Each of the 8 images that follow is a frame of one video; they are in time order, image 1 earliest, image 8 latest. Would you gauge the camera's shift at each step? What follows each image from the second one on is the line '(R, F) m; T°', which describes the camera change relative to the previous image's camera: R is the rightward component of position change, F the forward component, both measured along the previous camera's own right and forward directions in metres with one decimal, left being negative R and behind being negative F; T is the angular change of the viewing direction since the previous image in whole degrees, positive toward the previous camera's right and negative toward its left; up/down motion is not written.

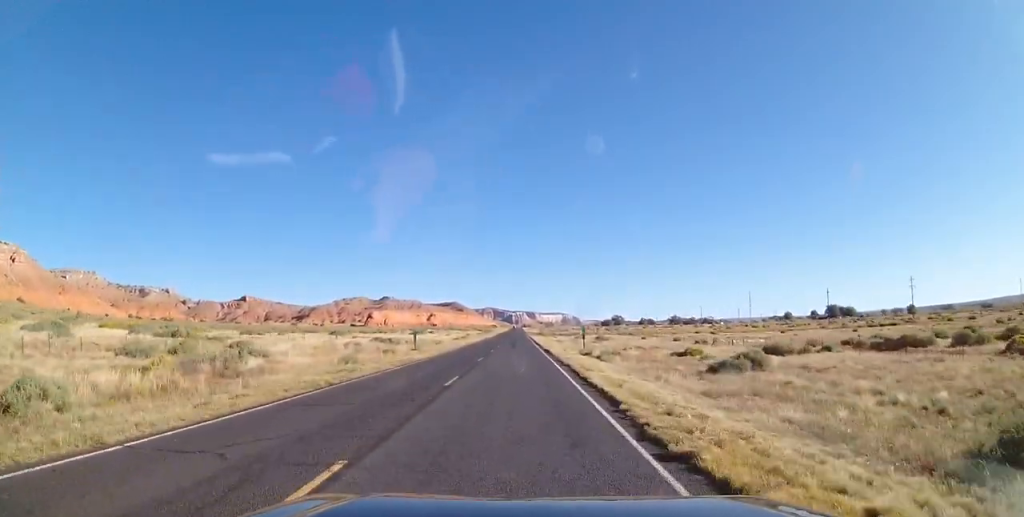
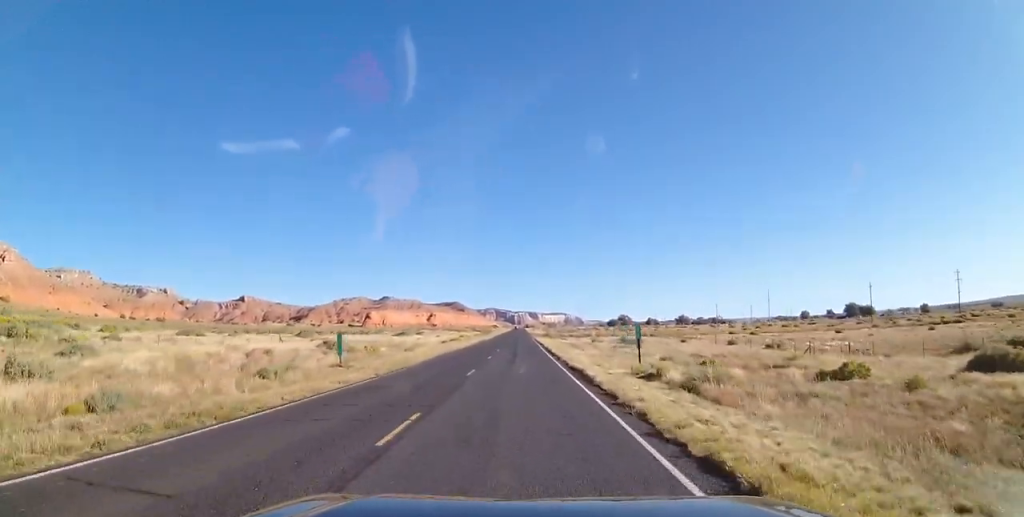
(0.0, +20.4) m; 0°
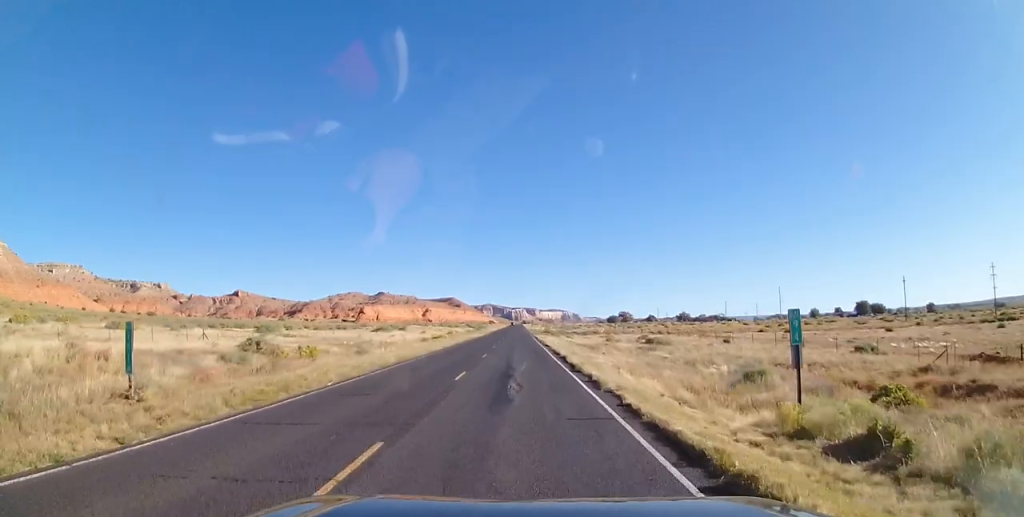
(0.0, +15.3) m; 0°
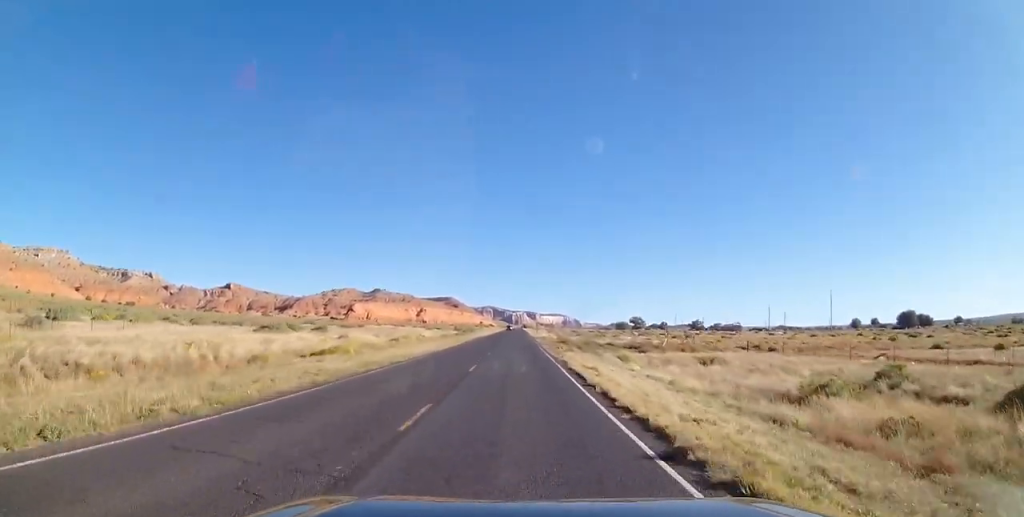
(0.0, +44.6) m; 0°
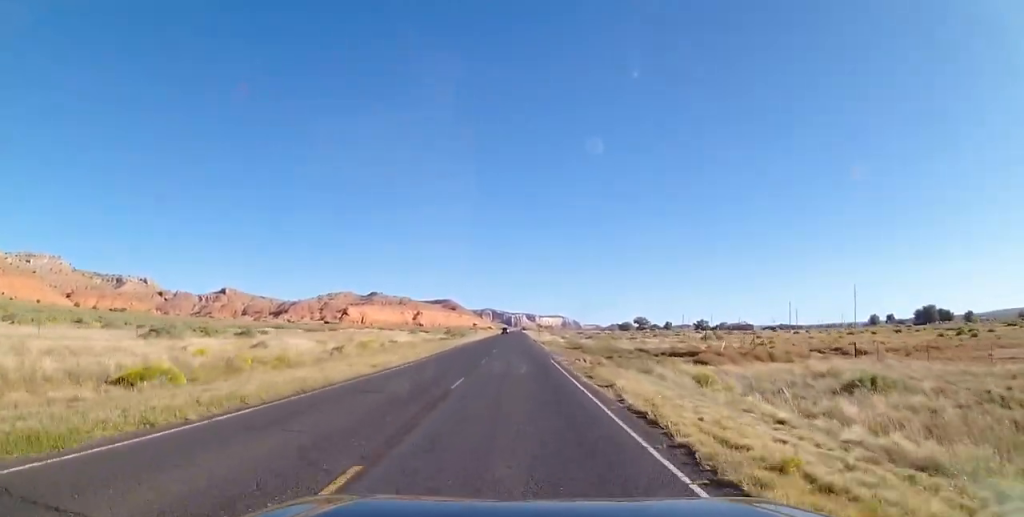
(0.0, +17.6) m; 0°
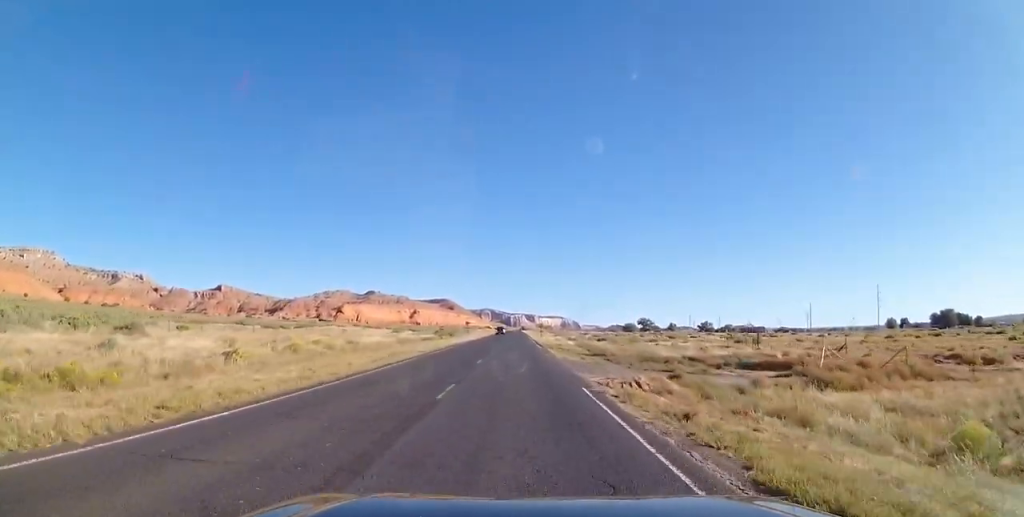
(0.0, +15.1) m; 0°
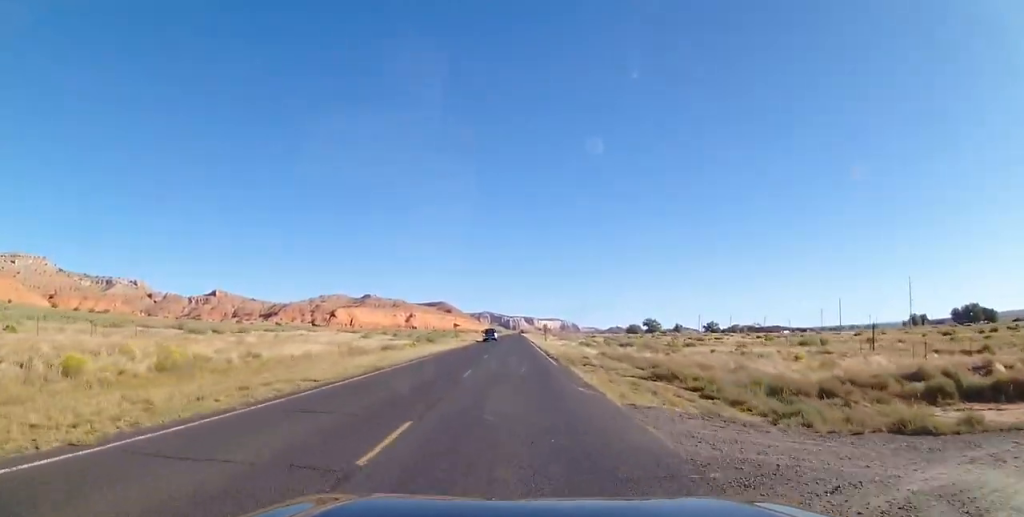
(0.0, +18.6) m; 0°
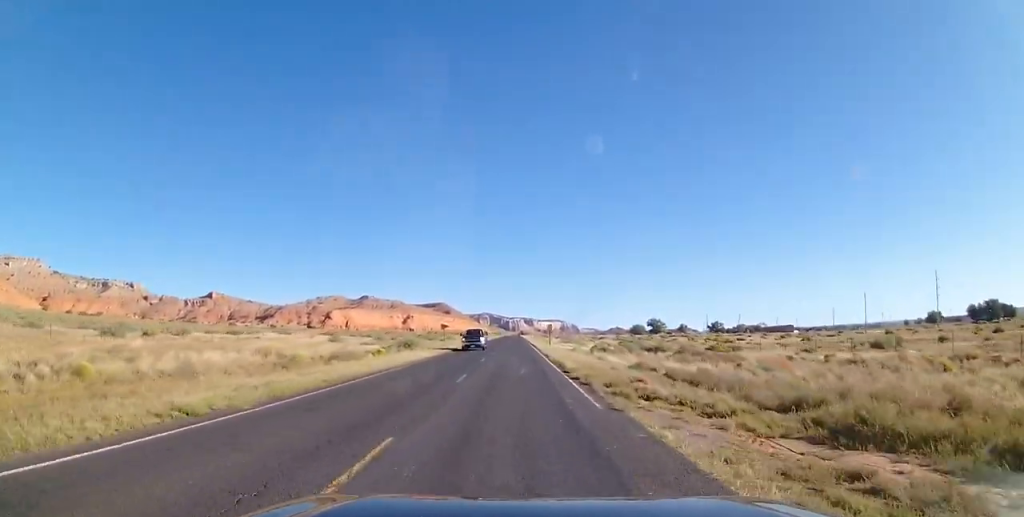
(0.0, +13.5) m; 0°
